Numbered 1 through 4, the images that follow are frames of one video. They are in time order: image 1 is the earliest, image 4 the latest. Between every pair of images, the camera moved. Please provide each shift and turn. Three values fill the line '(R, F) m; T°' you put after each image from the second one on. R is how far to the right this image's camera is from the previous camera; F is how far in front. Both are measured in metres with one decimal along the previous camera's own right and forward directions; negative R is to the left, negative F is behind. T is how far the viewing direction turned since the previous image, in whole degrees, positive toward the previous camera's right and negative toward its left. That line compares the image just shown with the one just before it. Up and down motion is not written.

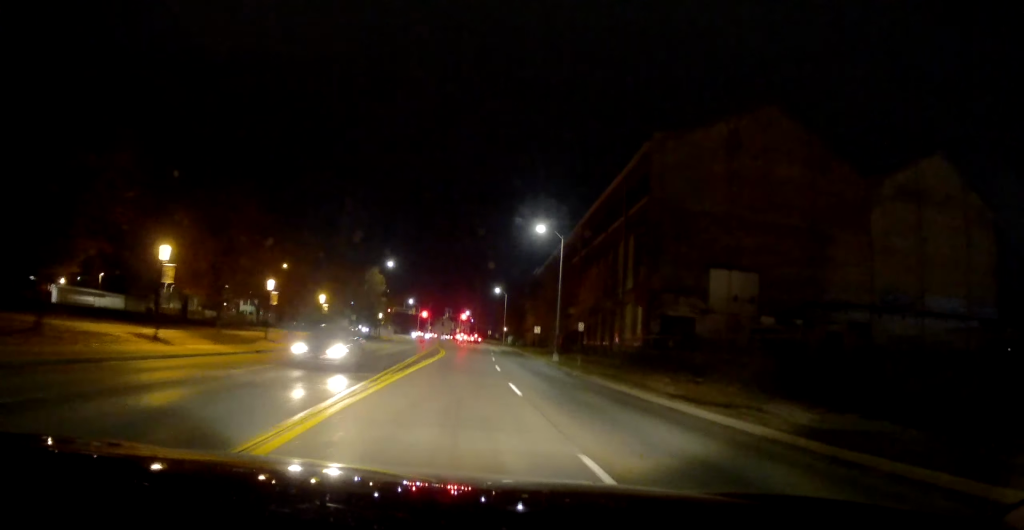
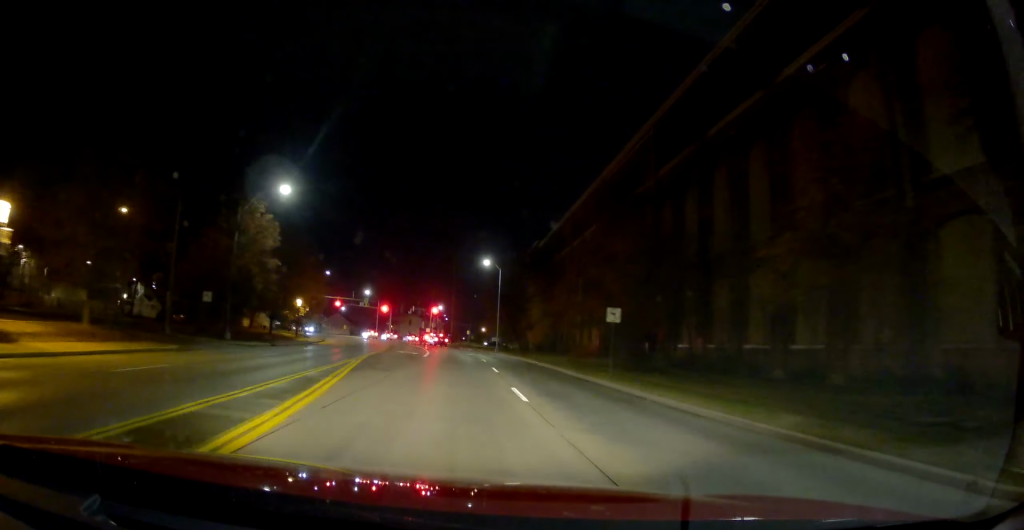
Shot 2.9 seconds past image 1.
(+2.9, +40.5) m; +6°
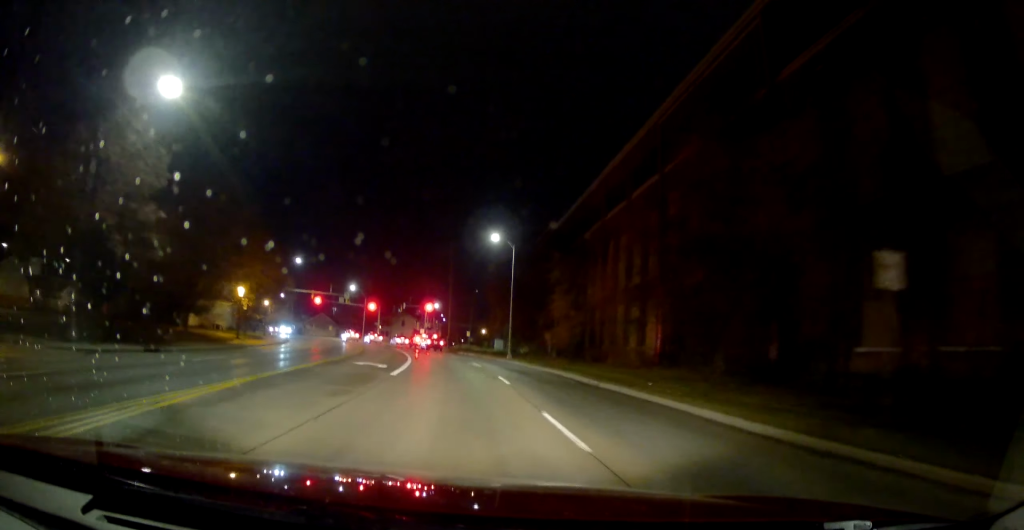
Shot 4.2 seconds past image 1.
(-0.5, +18.5) m; 0°
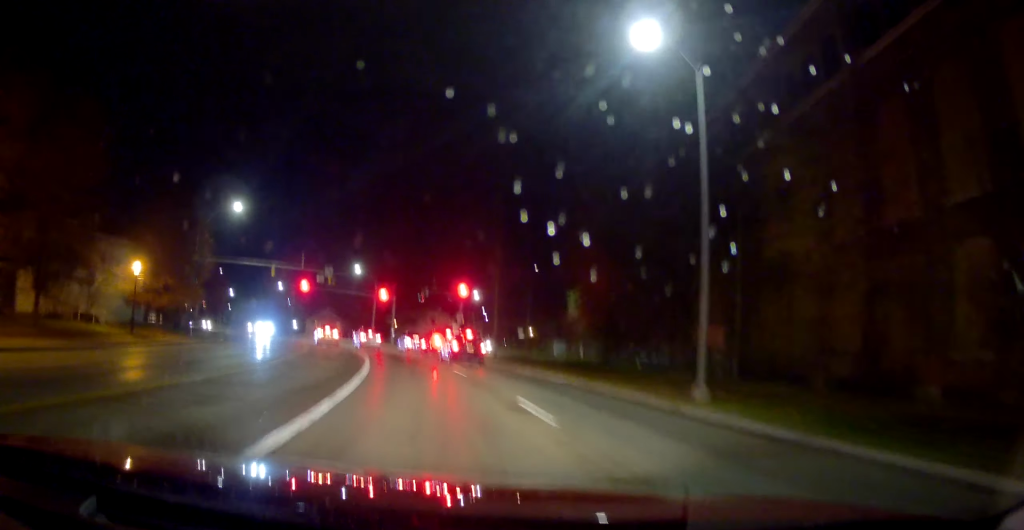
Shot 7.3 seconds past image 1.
(+0.1, +37.9) m; -2°
